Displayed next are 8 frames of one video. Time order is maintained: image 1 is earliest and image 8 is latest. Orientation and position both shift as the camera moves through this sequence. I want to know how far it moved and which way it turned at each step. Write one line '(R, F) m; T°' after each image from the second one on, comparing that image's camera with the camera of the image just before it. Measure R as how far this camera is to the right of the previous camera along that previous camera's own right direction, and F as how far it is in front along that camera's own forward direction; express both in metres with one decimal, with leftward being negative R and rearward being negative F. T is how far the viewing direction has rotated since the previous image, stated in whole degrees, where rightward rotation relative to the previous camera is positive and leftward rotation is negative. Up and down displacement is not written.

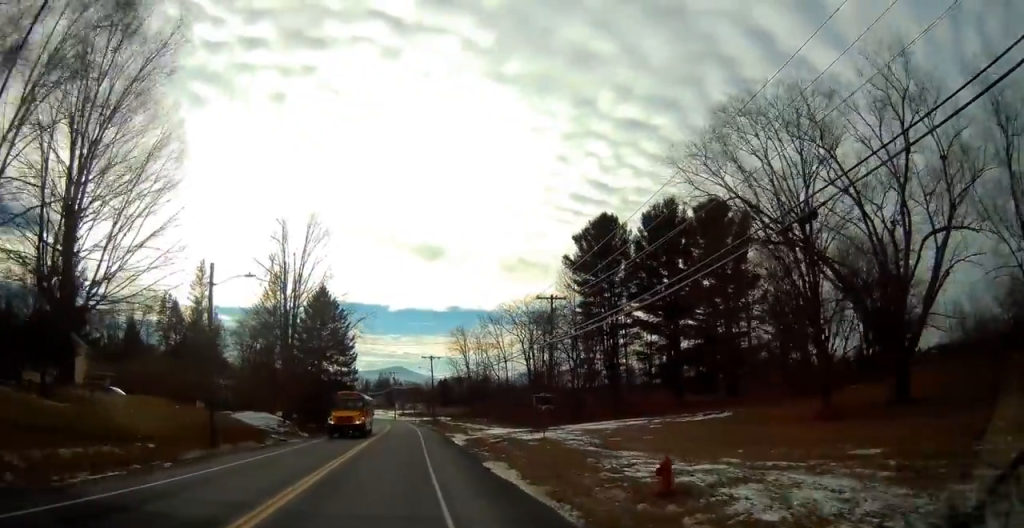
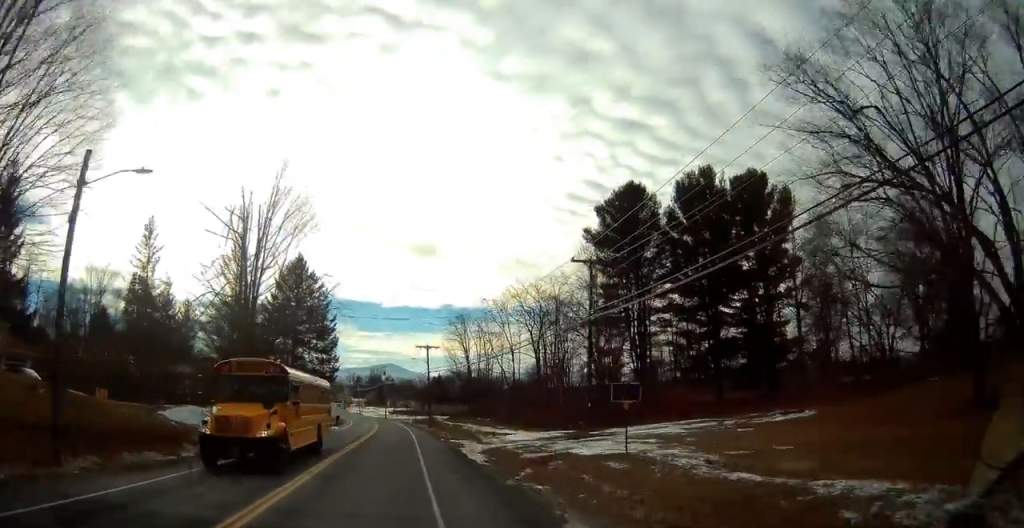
(+0.1, +11.6) m; 0°
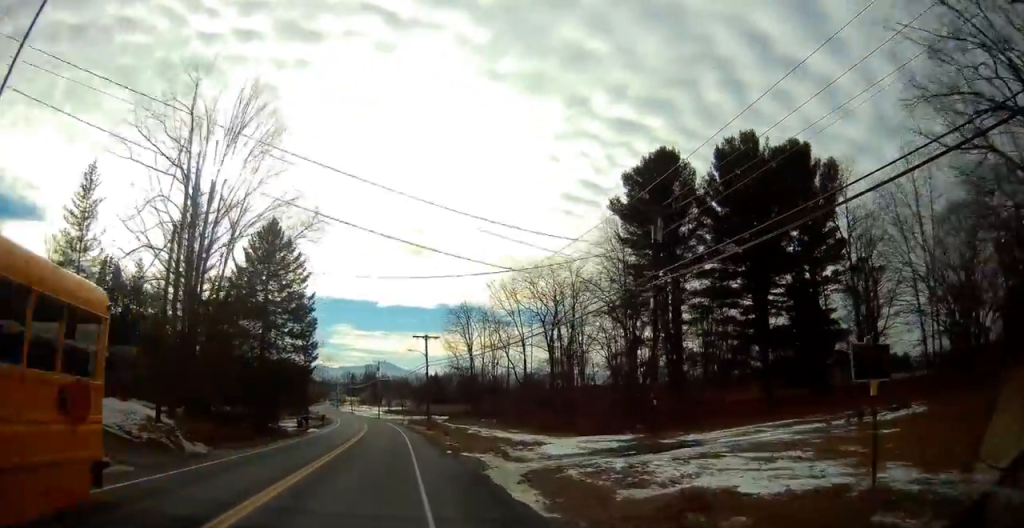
(-0.2, +10.1) m; +1°
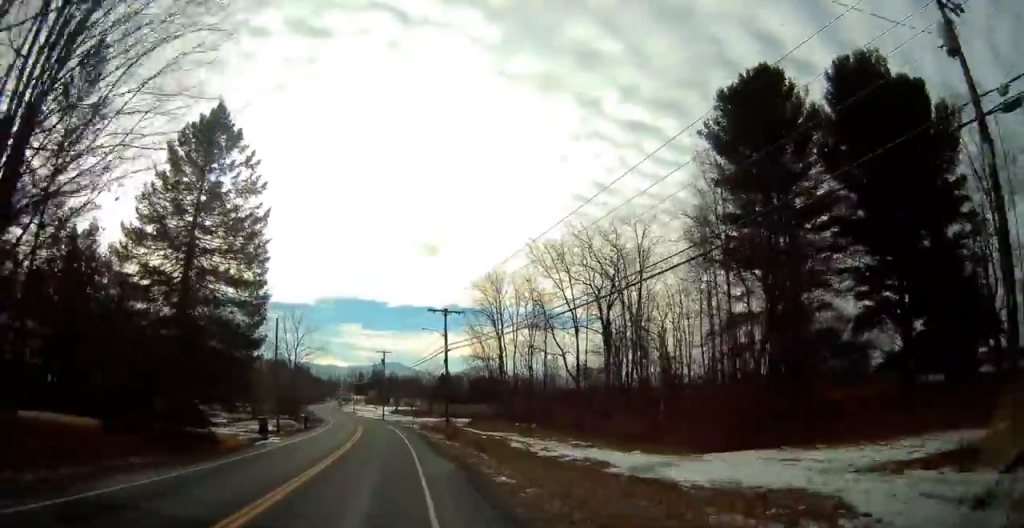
(+0.5, +17.7) m; 0°
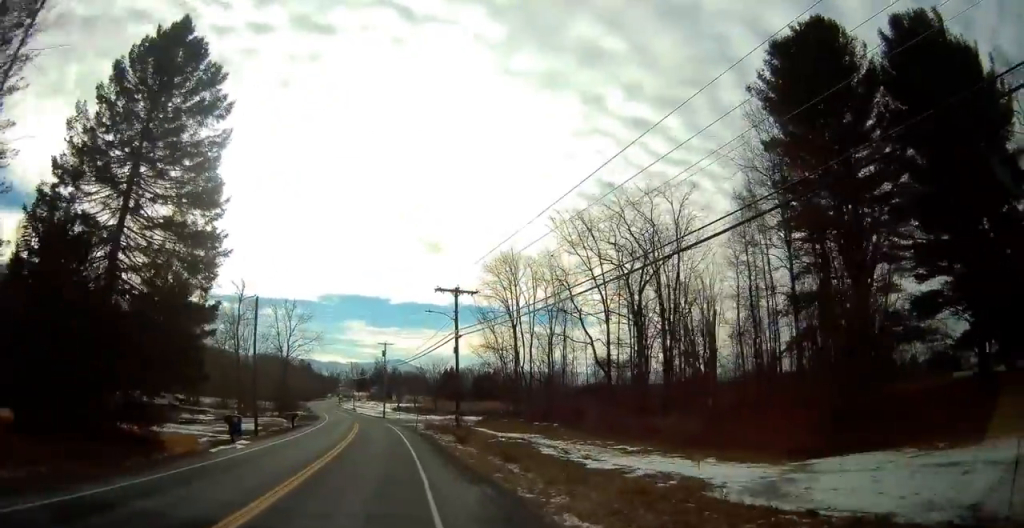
(-0.2, +7.2) m; -2°
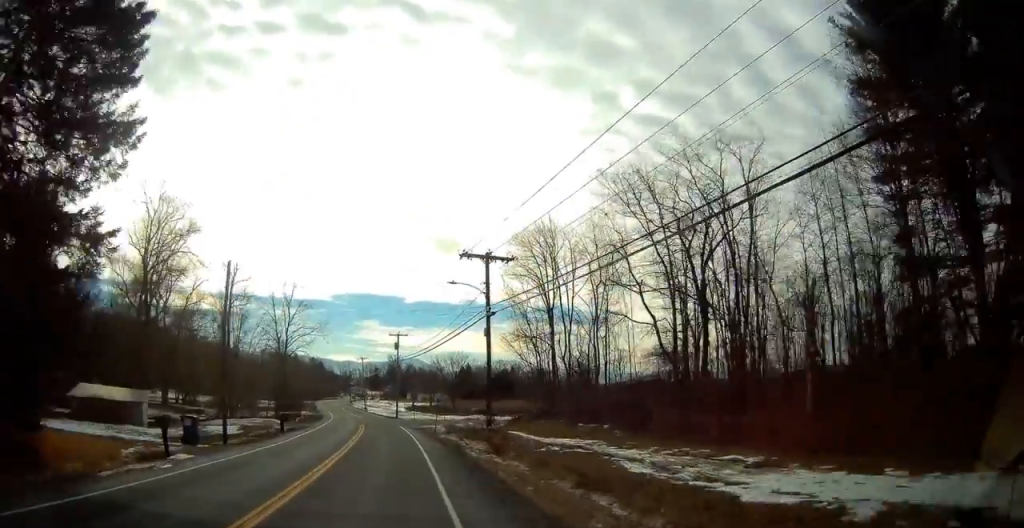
(-0.2, +9.1) m; -2°
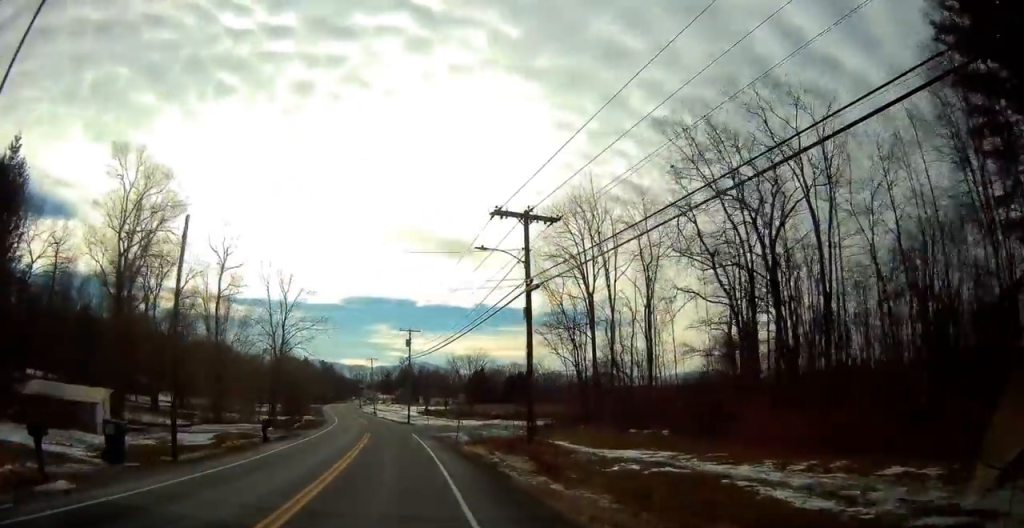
(-0.1, +7.7) m; 0°
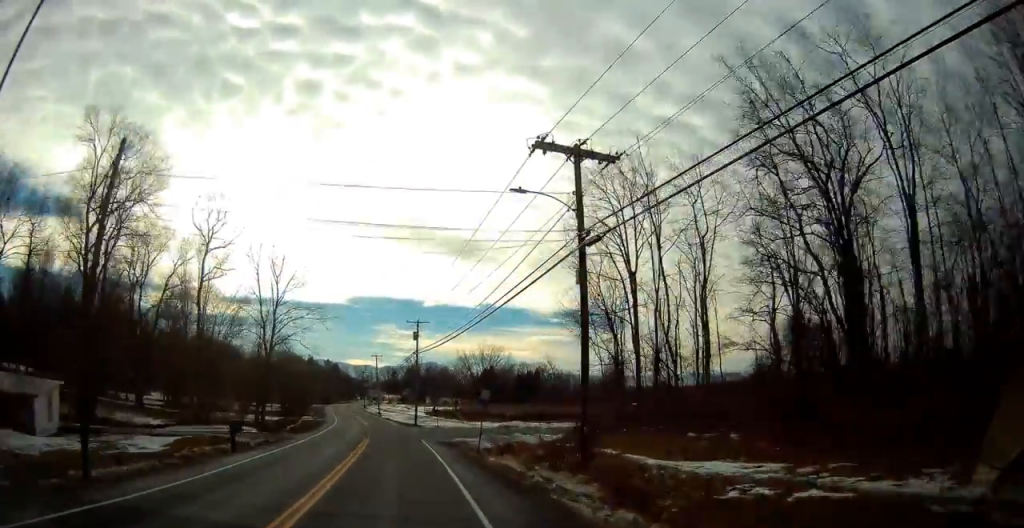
(0.0, +6.7) m; 0°
